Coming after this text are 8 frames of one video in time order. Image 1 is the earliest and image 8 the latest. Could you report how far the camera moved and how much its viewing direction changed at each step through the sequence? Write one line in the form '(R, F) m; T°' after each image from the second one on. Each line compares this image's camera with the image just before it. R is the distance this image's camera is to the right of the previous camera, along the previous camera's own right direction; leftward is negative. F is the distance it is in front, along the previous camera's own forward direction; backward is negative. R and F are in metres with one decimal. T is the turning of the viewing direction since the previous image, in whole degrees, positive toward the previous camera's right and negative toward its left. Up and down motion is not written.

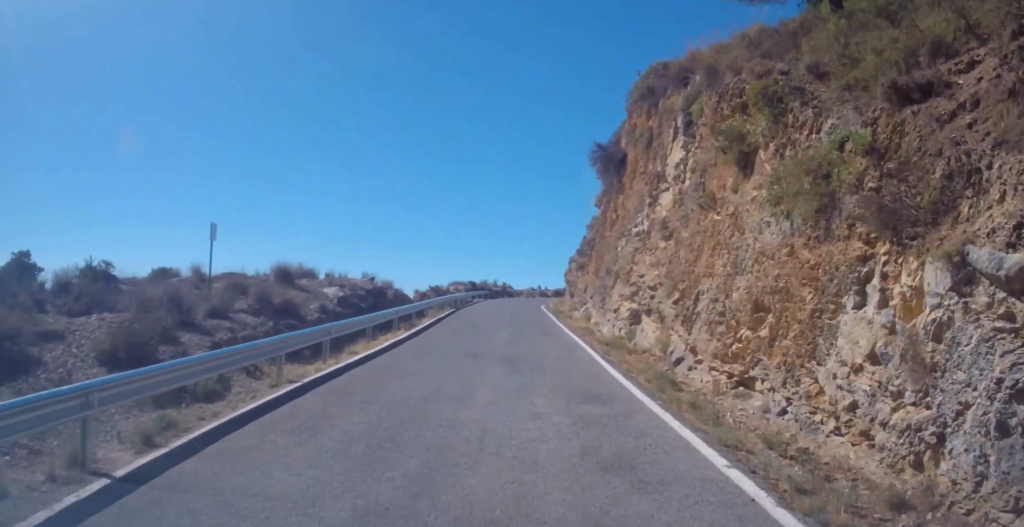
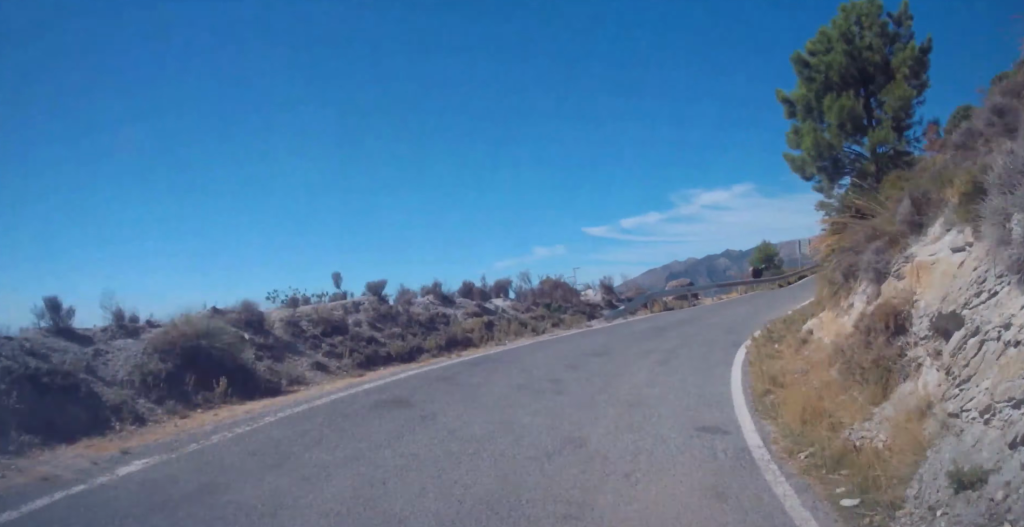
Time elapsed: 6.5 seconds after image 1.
(+7.2, +65.5) m; +25°
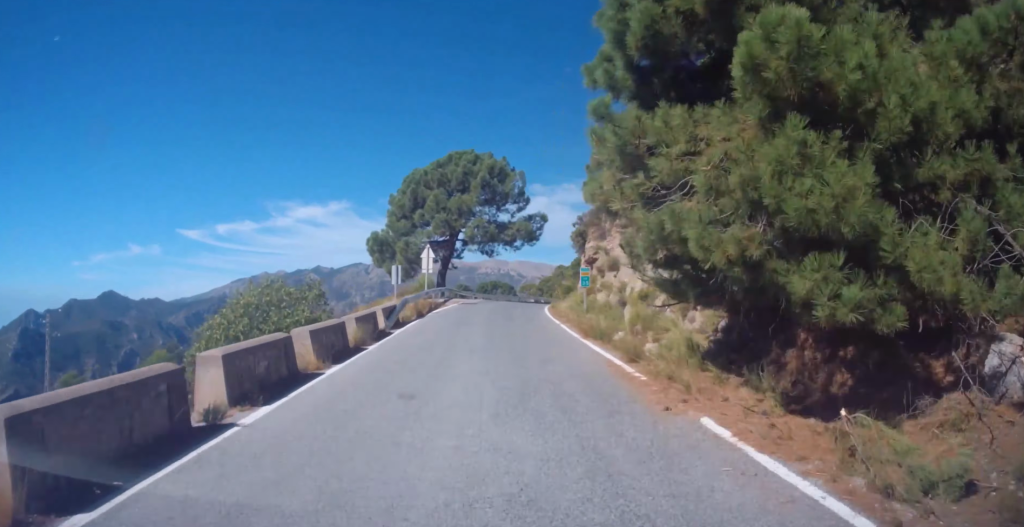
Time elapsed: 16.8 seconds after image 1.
(+38.6, +102.5) m; +29°
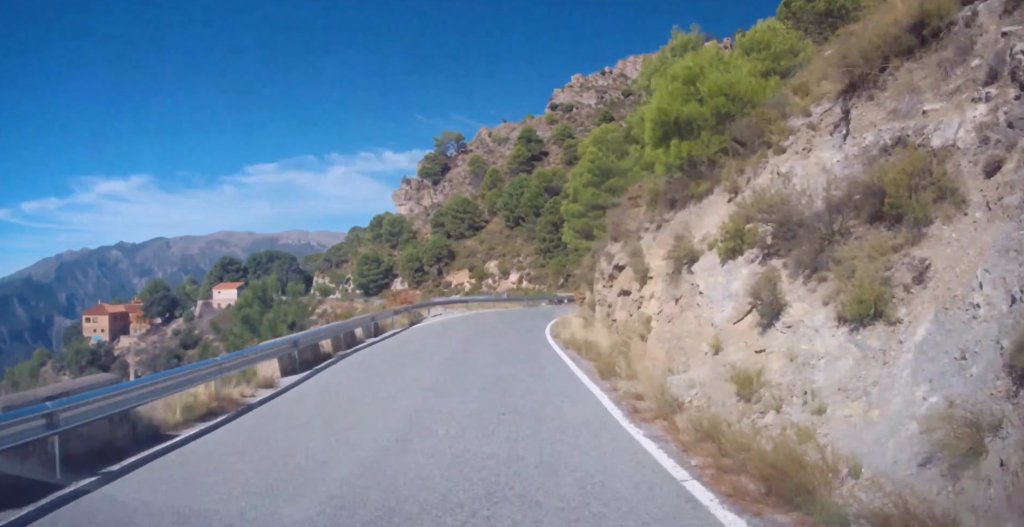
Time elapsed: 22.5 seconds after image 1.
(+5.4, +58.8) m; +4°
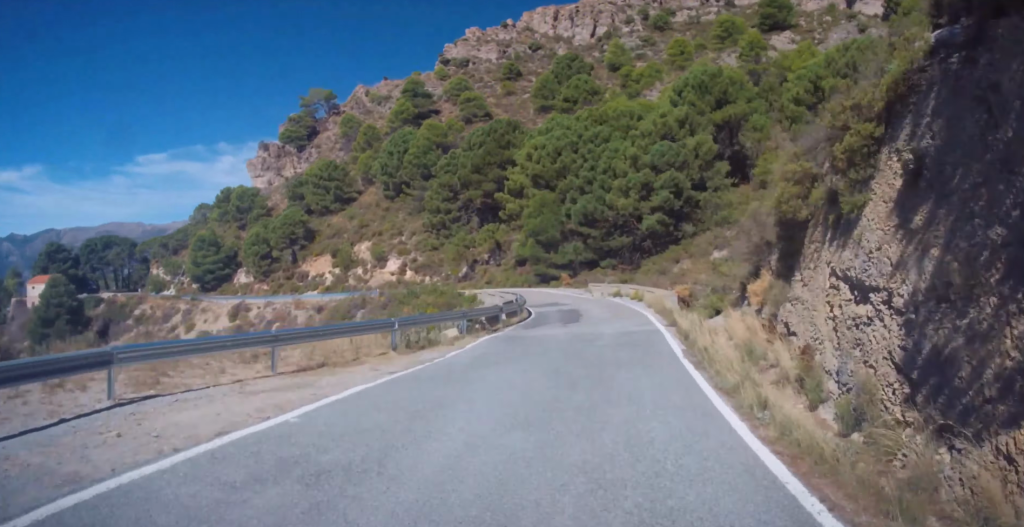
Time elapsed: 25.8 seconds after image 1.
(+7.6, +32.7) m; -3°
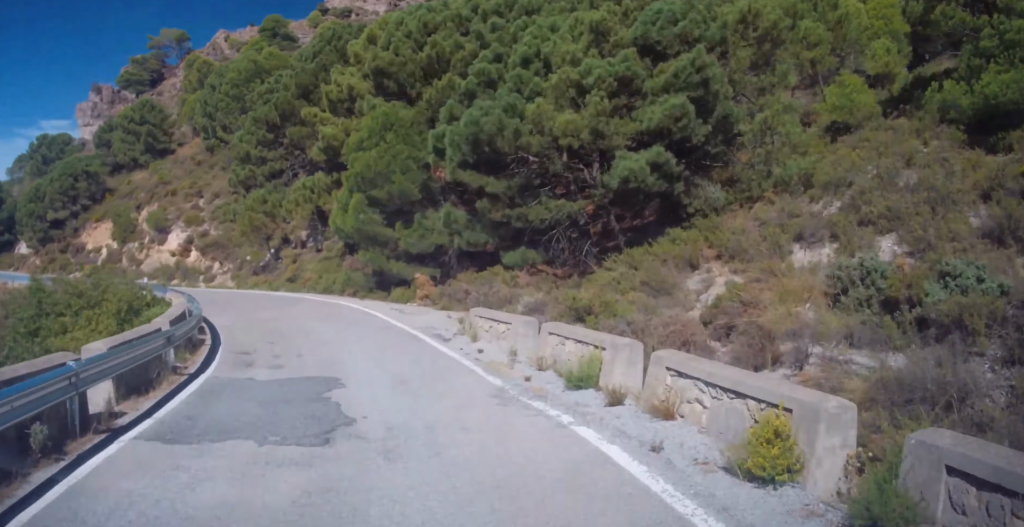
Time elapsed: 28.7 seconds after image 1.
(-2.6, +27.9) m; -6°
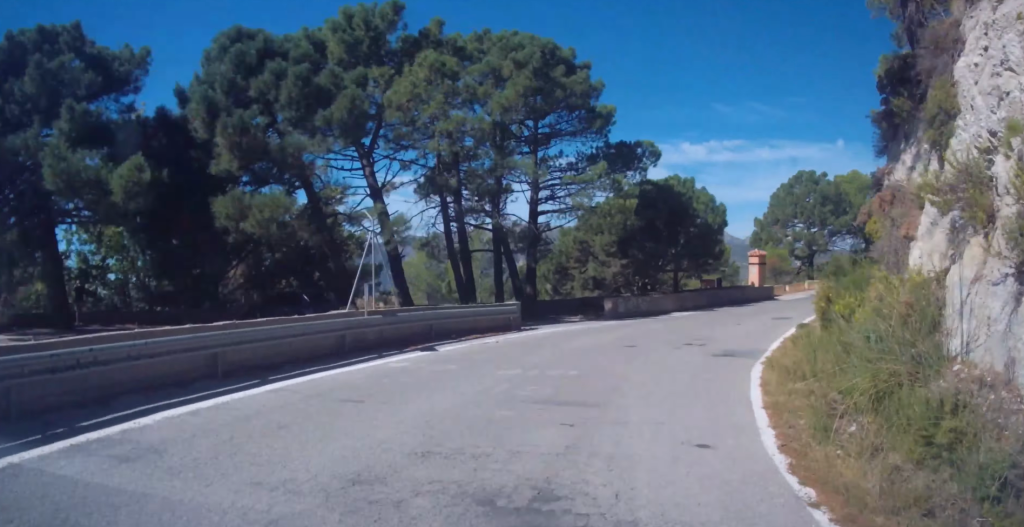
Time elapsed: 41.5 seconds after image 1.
(-24.0, +120.8) m; +12°
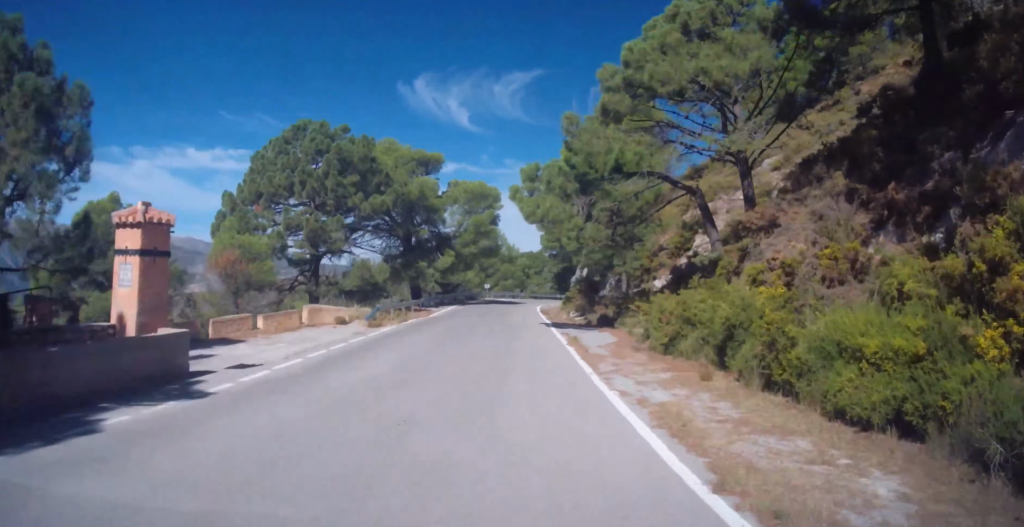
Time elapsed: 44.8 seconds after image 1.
(+11.1, +32.3) m; +16°
